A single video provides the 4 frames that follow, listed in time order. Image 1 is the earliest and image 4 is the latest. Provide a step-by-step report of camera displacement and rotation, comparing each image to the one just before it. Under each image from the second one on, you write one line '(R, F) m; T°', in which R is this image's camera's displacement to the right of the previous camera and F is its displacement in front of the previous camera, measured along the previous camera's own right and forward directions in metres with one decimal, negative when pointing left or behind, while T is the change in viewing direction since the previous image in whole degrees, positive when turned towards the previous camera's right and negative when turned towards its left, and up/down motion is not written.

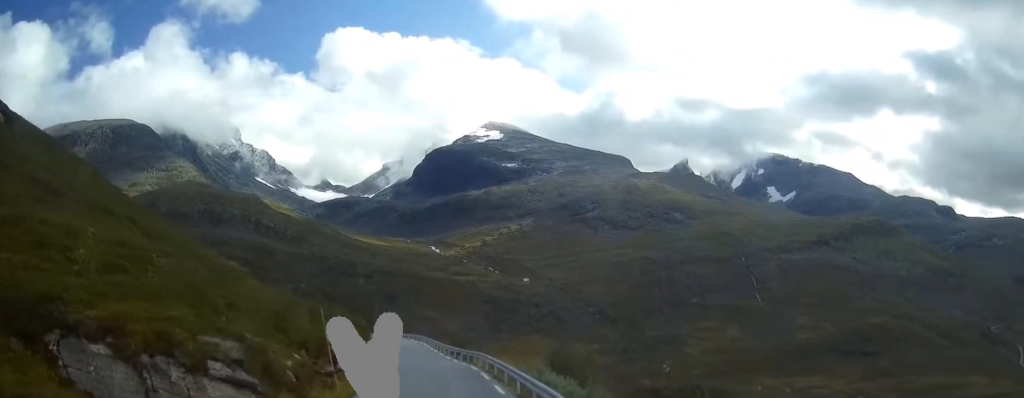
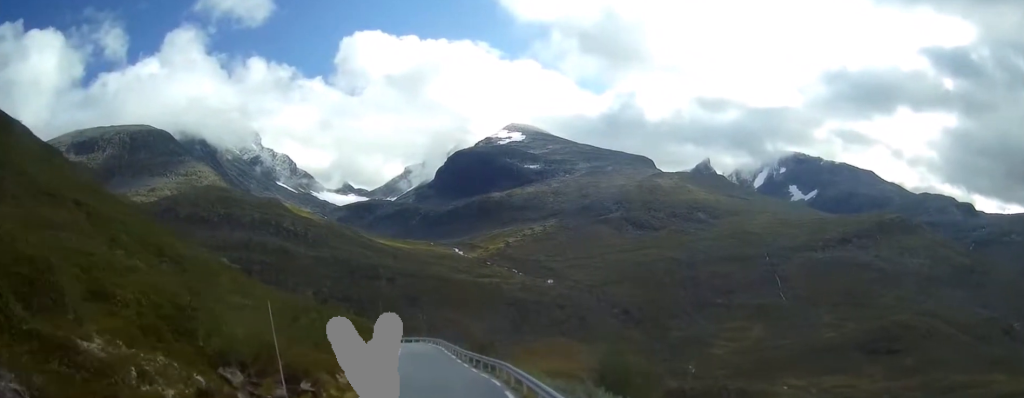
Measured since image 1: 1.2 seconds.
(-0.5, +8.6) m; -7°
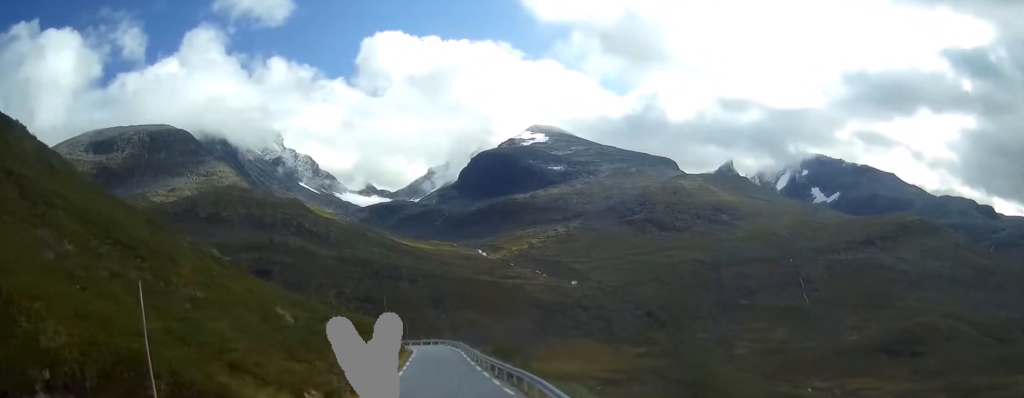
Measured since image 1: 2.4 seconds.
(-0.5, +8.1) m; -5°
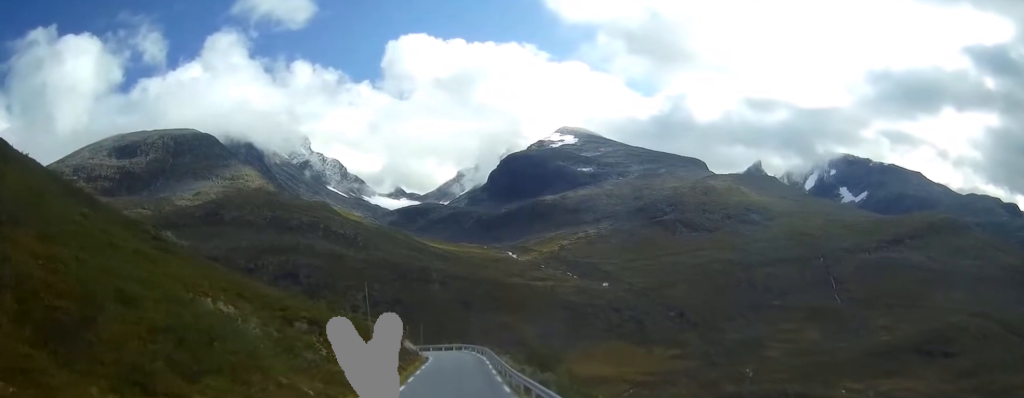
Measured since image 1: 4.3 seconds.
(0.0, +14.3) m; +1°
